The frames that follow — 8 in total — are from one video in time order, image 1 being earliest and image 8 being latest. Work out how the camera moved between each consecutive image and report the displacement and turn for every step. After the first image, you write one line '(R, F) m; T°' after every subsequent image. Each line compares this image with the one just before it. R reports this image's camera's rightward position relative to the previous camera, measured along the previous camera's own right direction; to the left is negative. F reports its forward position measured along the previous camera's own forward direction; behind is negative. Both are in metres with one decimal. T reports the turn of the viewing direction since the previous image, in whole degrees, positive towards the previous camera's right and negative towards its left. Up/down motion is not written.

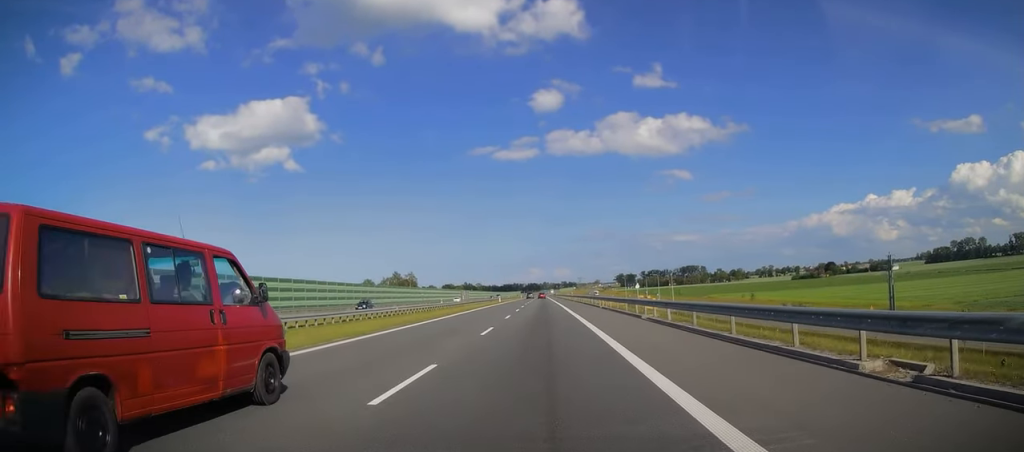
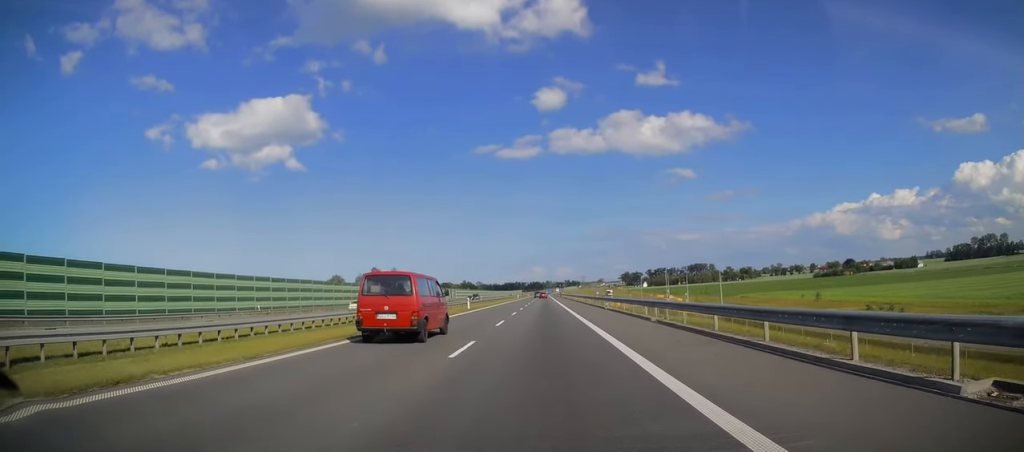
(-0.5, +42.3) m; -1°
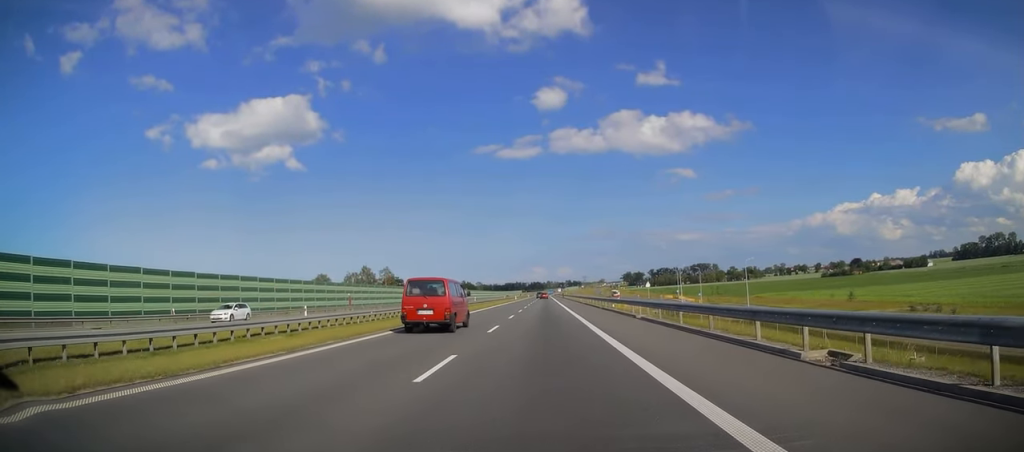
(-0.1, +15.3) m; 0°
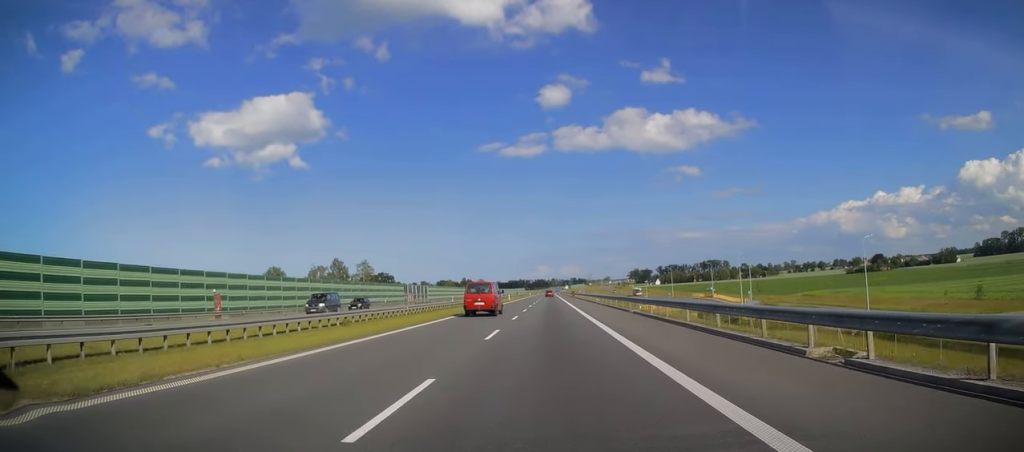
(+0.4, +39.5) m; +1°
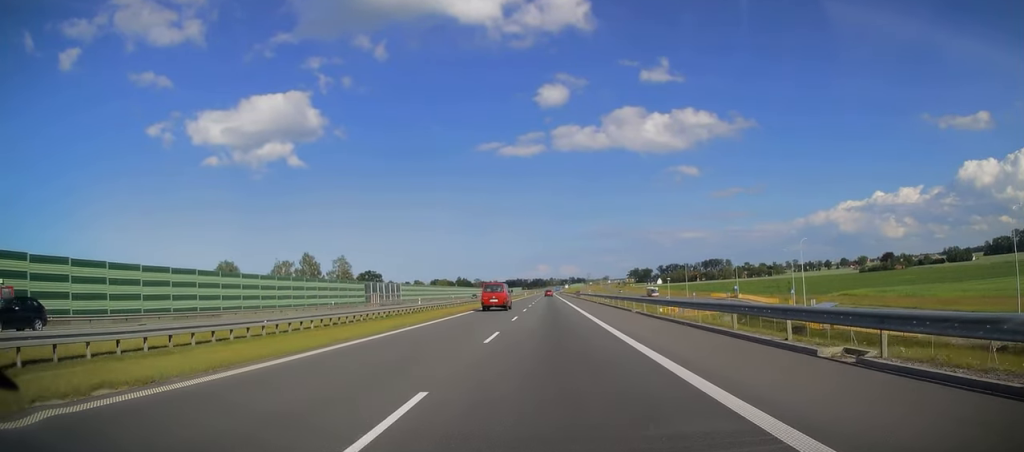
(-0.1, +25.1) m; 0°
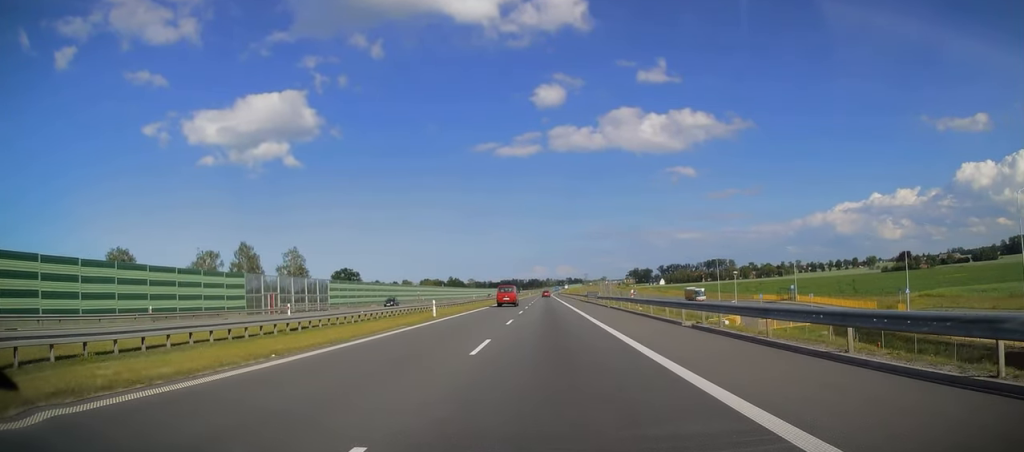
(-0.2, +38.6) m; 0°
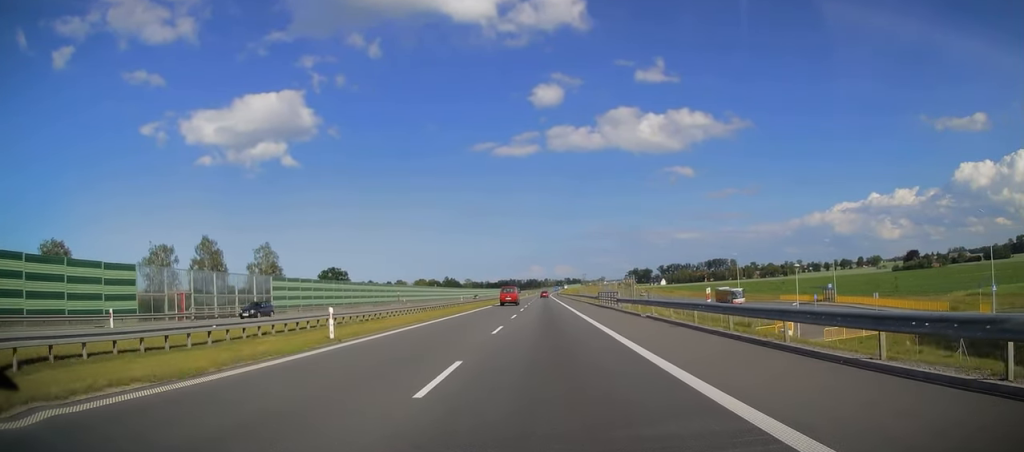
(+0.2, +17.2) m; 0°
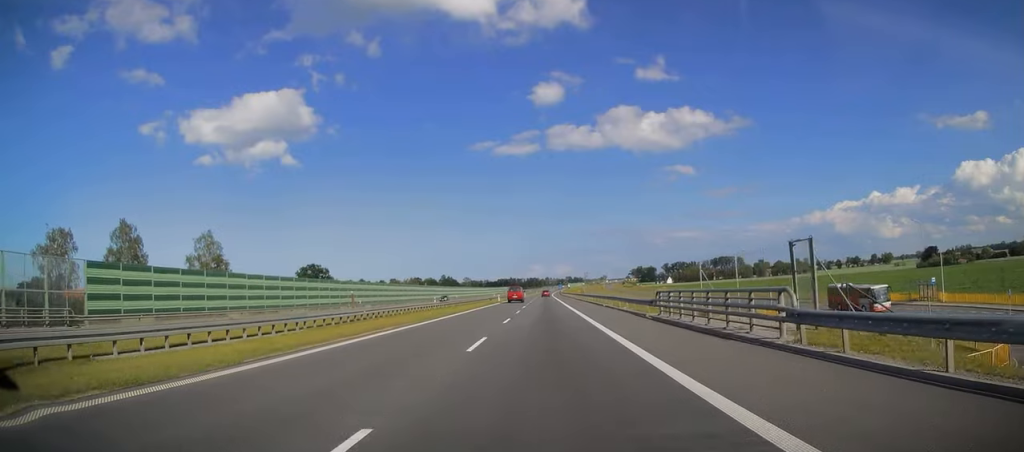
(-0.1, +29.8) m; 0°
